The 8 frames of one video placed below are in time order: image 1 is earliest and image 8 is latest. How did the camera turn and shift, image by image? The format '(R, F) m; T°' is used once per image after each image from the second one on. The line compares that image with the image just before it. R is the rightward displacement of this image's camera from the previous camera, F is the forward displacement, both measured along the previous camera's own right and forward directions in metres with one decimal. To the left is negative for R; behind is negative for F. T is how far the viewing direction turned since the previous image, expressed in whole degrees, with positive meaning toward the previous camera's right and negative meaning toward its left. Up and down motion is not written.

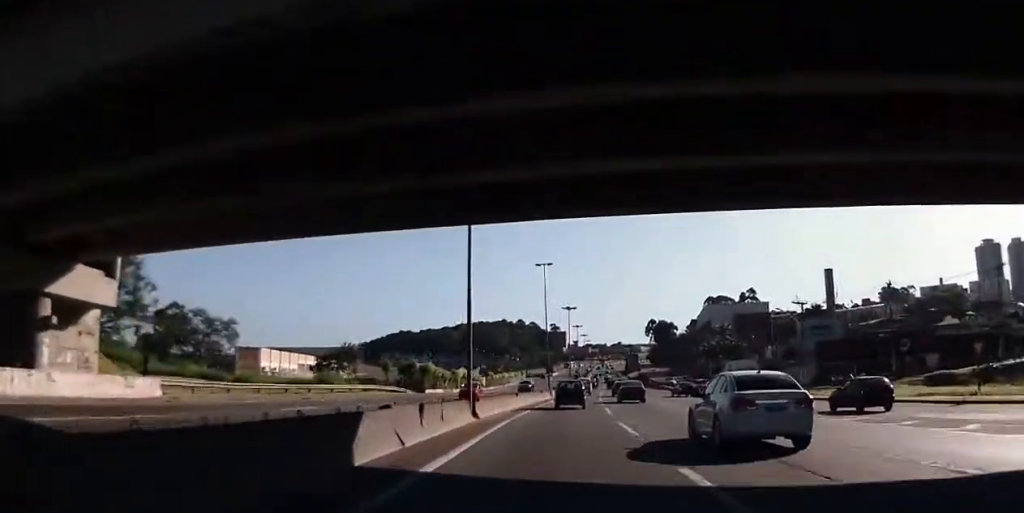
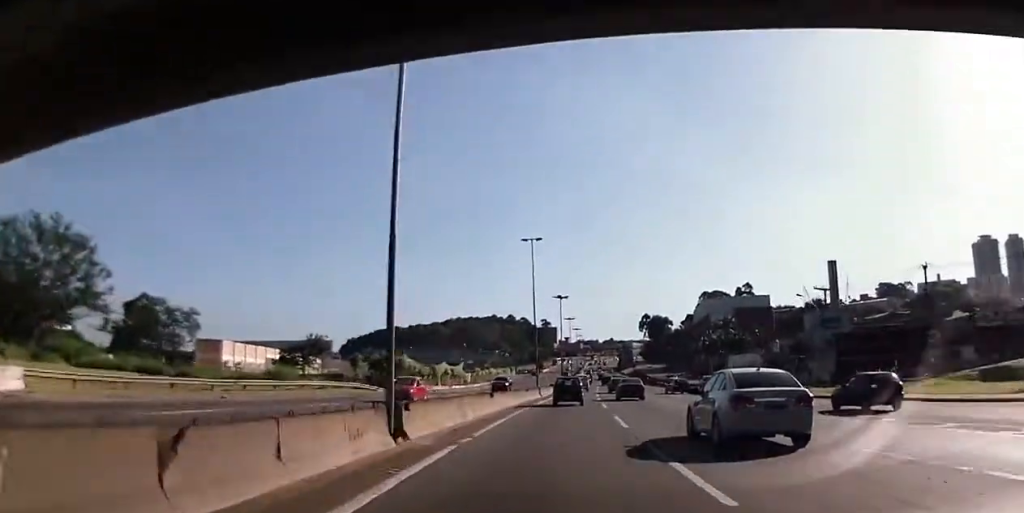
(+0.1, +9.6) m; 0°
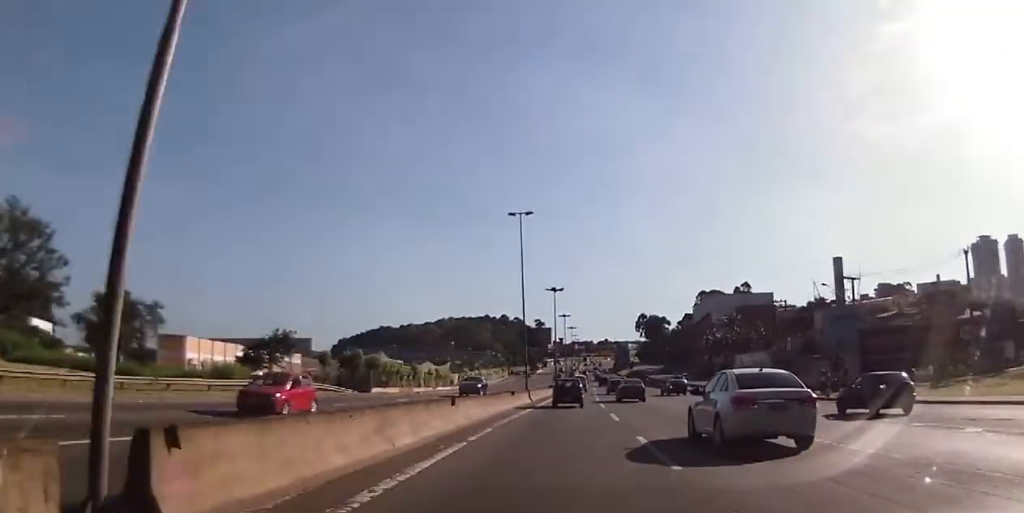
(+0.1, +8.2) m; 0°
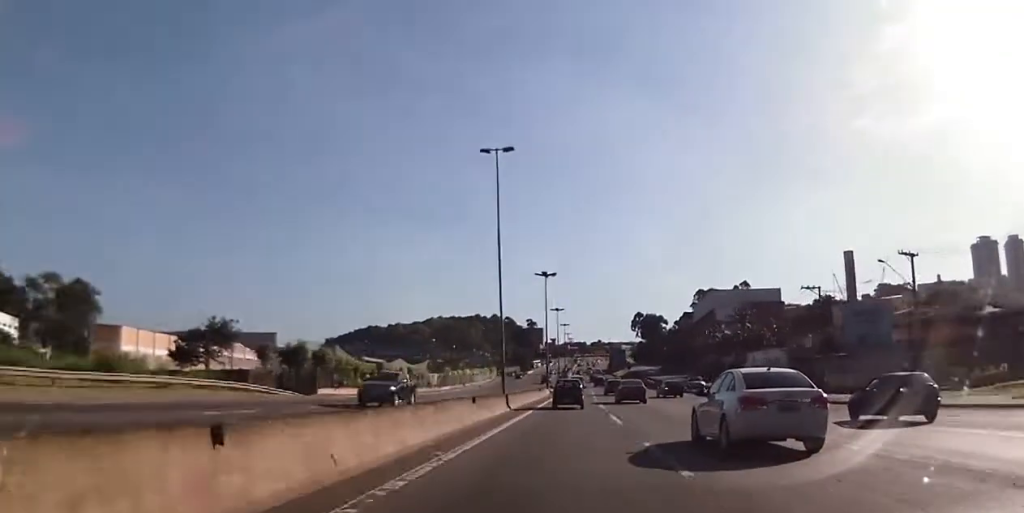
(0.0, +12.7) m; 0°
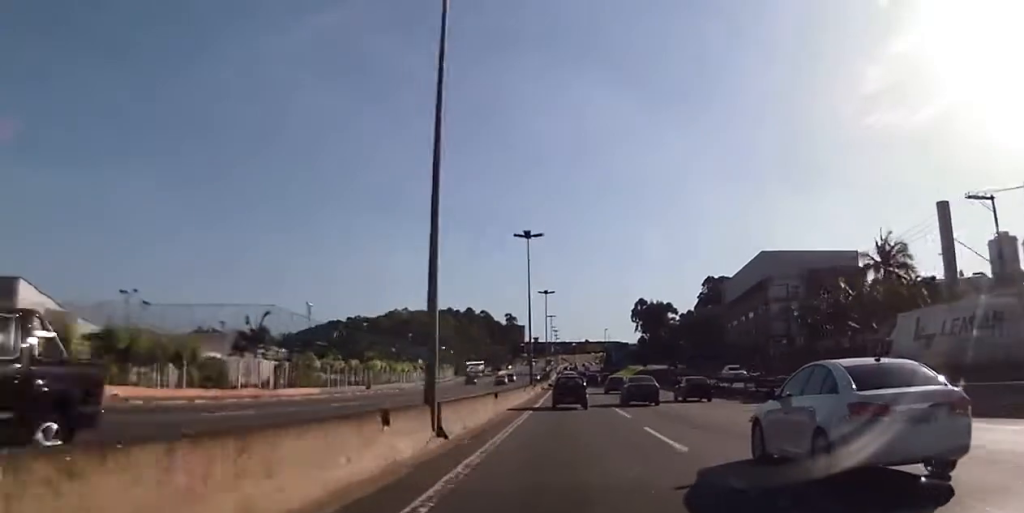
(+1.3, +56.5) m; +3°
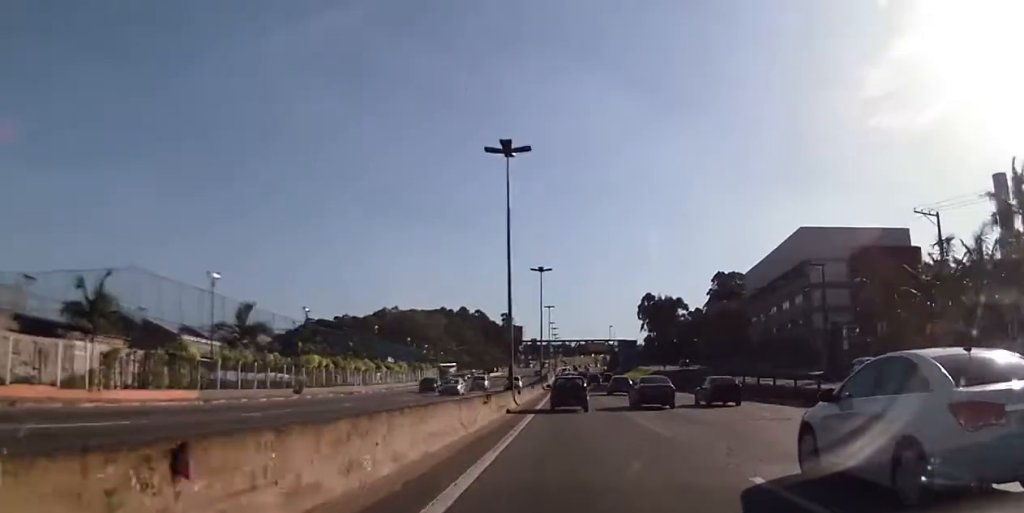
(+0.5, +20.5) m; 0°
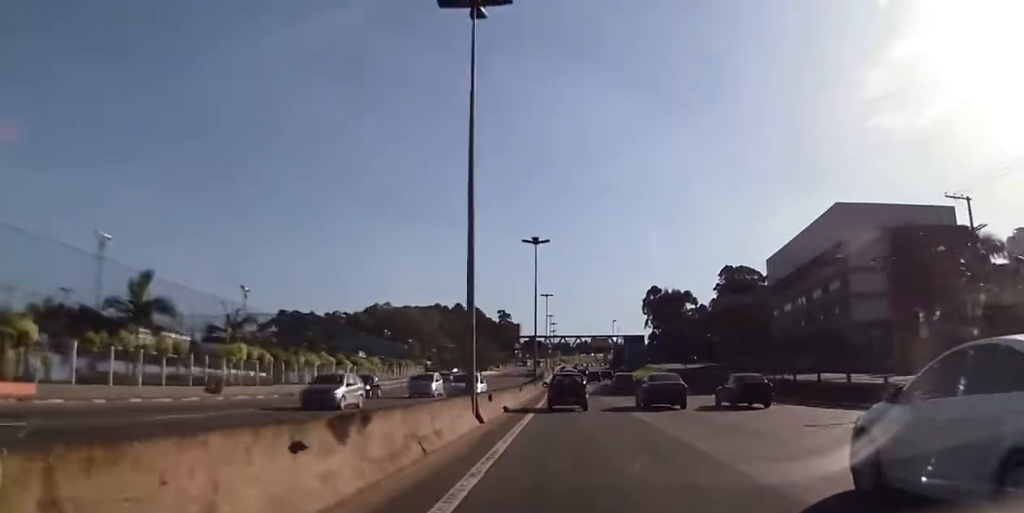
(-0.1, +14.1) m; -1°
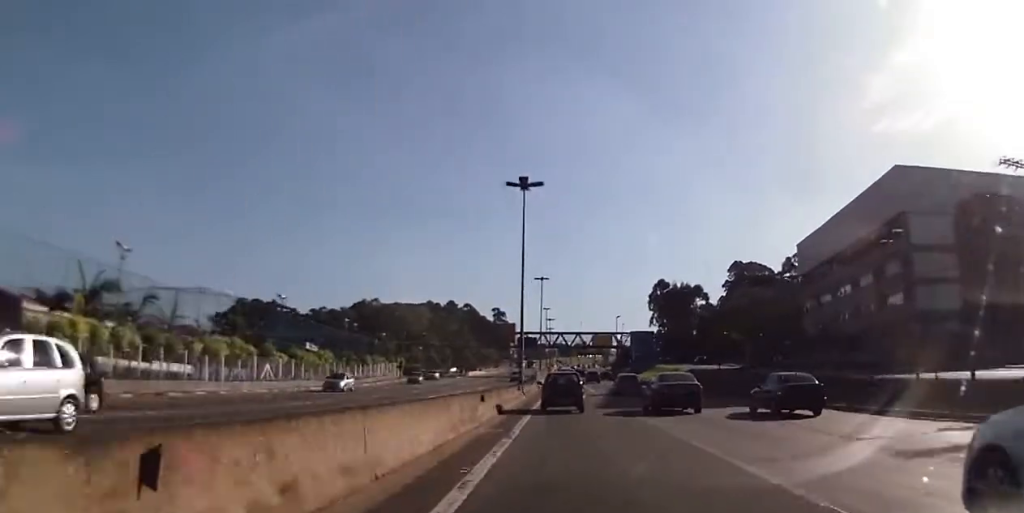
(-0.1, +17.4) m; -1°
